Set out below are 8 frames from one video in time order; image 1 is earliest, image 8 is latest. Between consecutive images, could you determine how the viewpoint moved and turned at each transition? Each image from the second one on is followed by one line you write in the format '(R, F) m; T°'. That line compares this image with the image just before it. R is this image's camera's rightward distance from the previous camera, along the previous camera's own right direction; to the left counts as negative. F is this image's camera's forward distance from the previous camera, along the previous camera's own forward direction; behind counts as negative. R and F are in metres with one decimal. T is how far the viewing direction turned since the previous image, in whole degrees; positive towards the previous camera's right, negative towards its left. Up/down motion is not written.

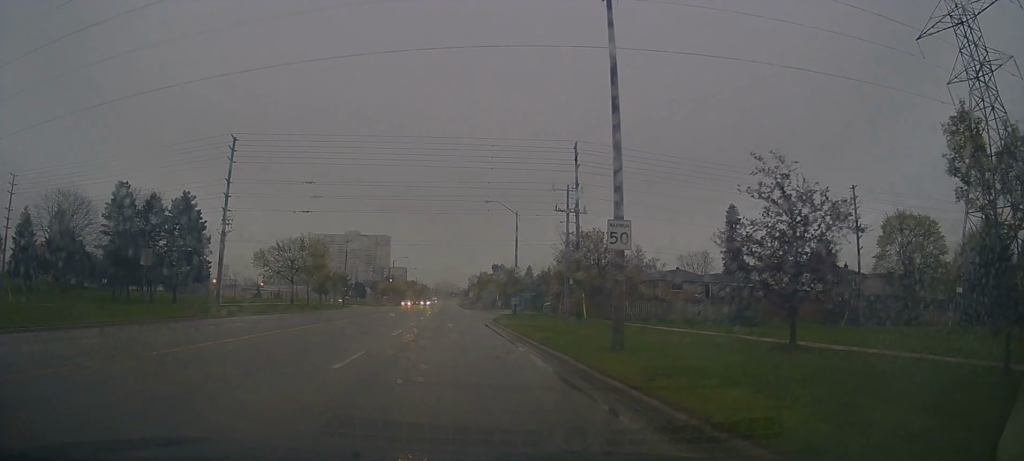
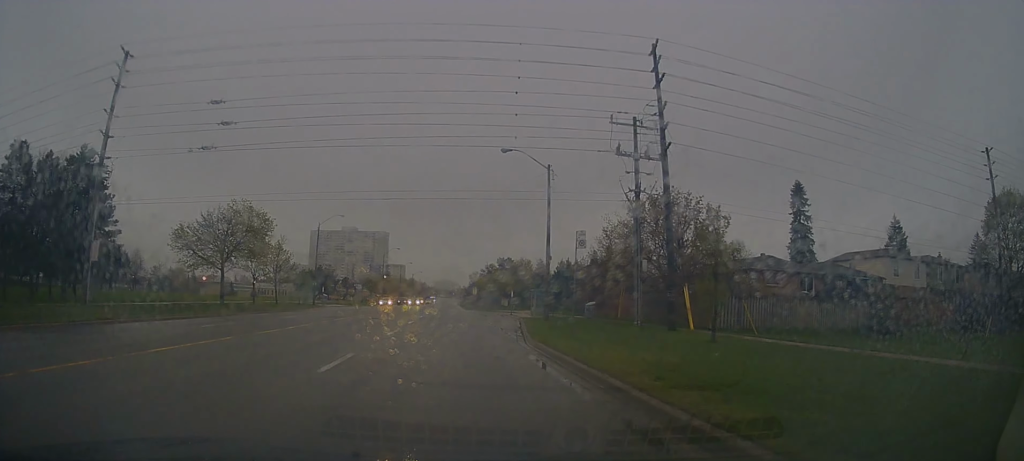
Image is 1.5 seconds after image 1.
(+0.6, +19.7) m; 0°
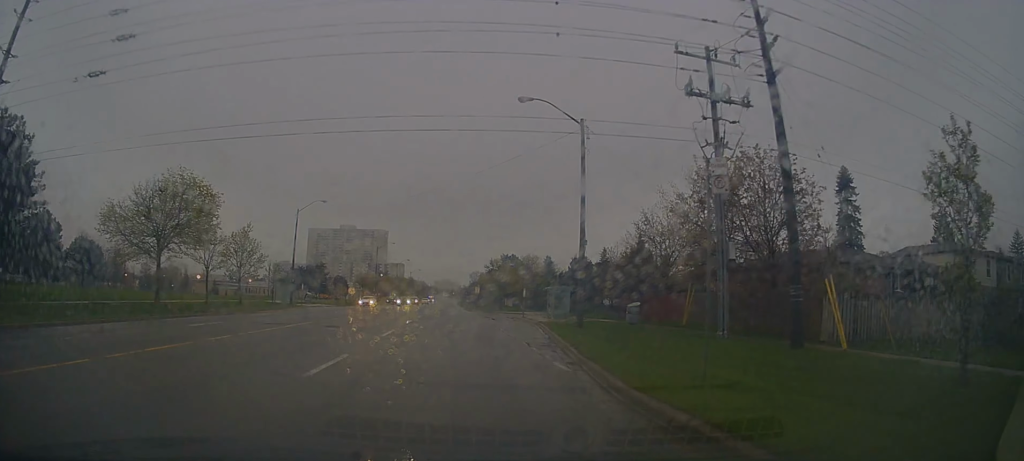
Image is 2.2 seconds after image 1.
(-0.6, +9.8) m; -1°
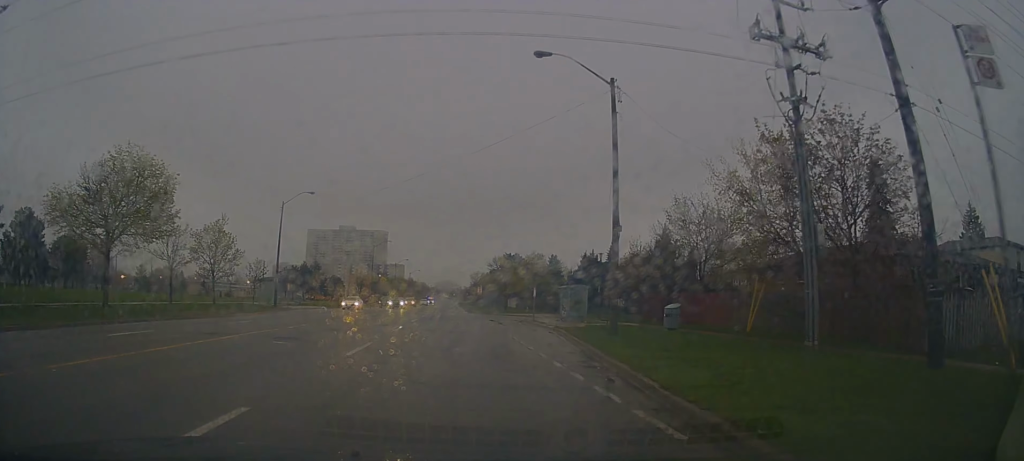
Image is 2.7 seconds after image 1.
(+0.2, +6.0) m; +1°
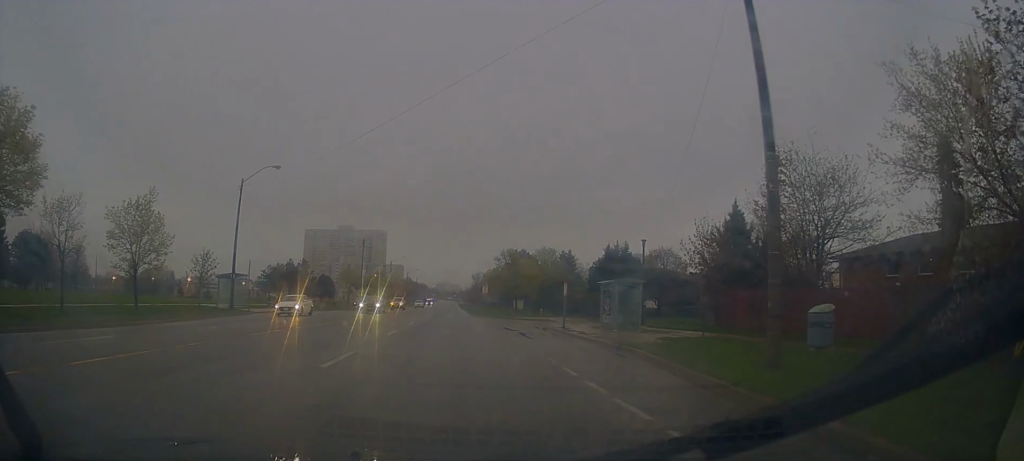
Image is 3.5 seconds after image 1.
(+0.3, +11.4) m; +1°
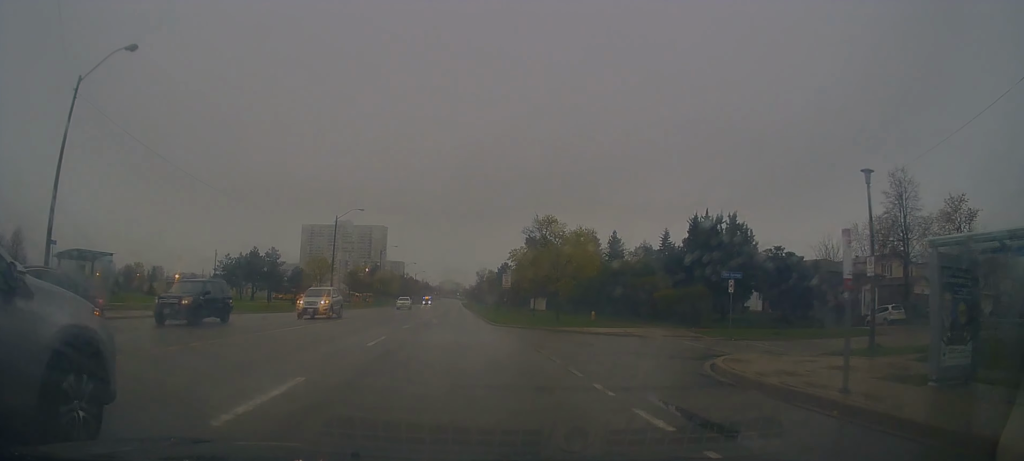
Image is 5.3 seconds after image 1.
(-0.5, +23.7) m; 0°
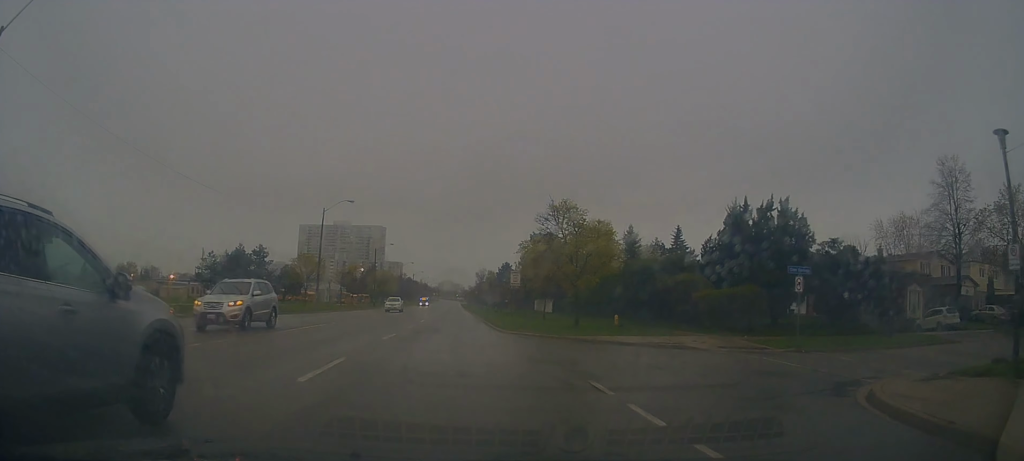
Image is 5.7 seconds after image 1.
(+0.2, +5.8) m; 0°
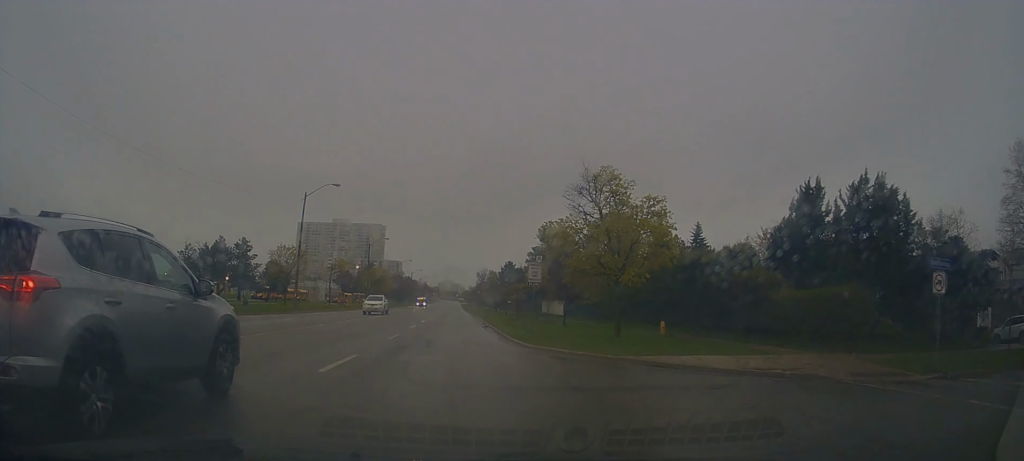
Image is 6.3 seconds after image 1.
(+0.3, +8.1) m; 0°
